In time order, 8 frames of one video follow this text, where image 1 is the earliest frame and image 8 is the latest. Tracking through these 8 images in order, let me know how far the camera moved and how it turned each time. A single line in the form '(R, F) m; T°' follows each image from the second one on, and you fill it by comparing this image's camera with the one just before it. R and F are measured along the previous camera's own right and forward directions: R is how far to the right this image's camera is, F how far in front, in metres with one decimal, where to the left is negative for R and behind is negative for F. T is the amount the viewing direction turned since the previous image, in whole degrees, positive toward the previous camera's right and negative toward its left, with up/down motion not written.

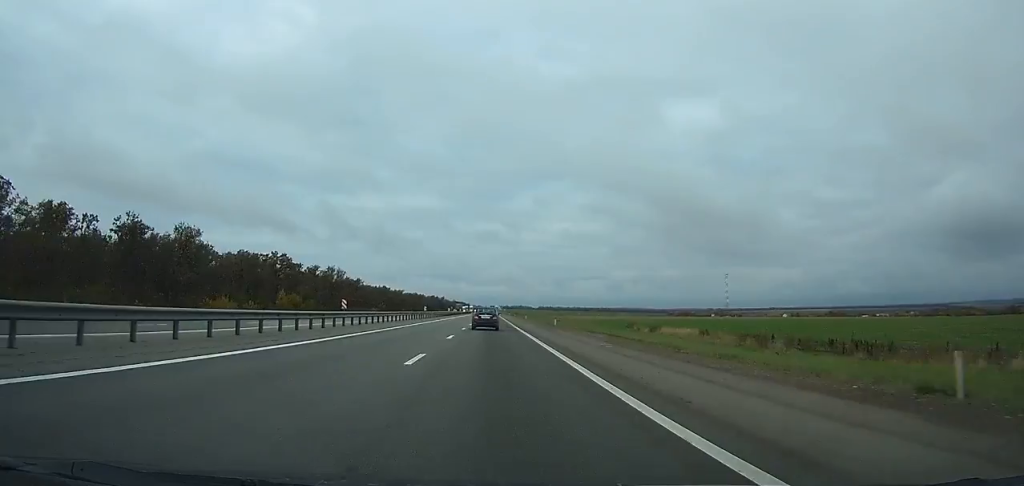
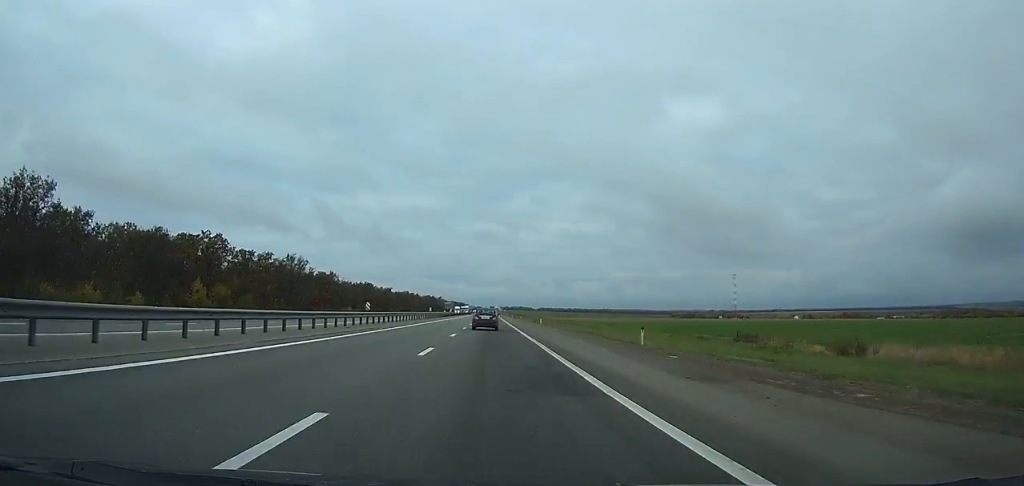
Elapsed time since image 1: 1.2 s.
(0.0, +32.3) m; 0°
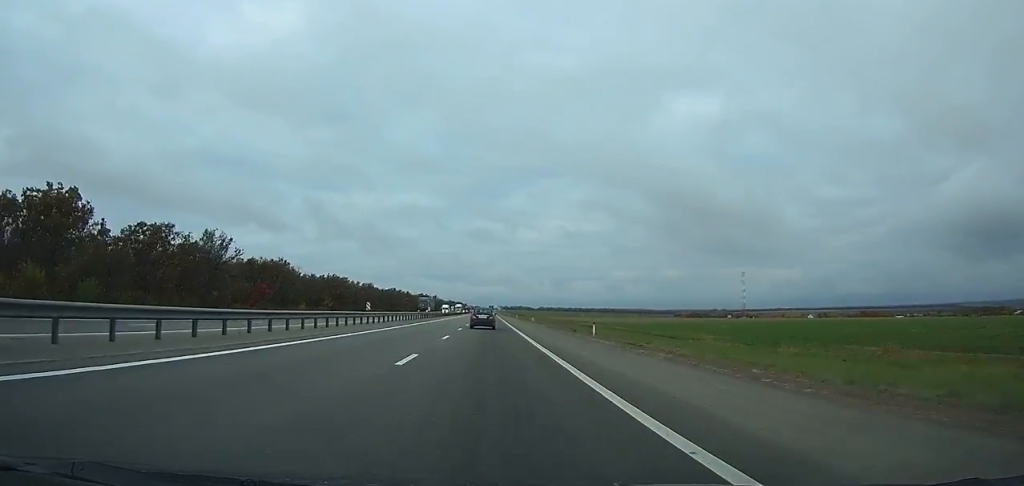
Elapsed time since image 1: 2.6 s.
(0.0, +37.6) m; 0°
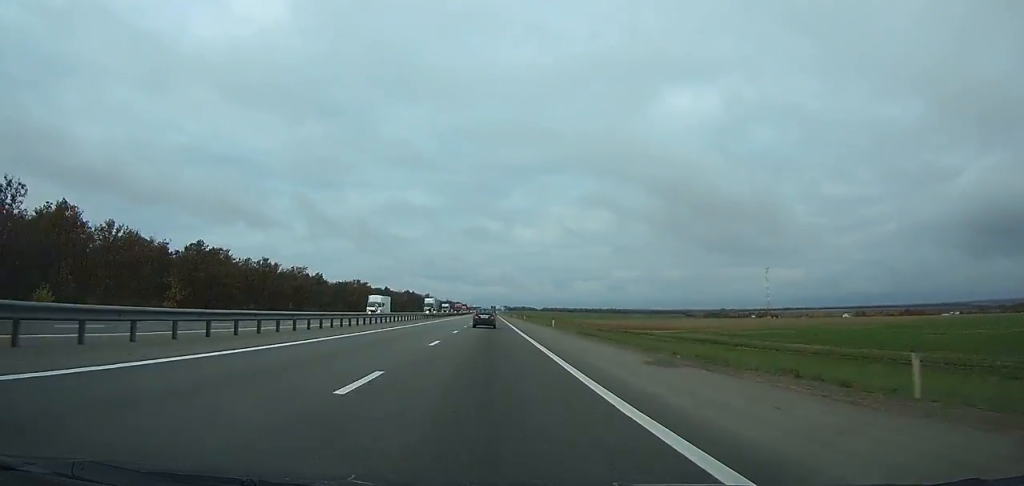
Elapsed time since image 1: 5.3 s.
(0.0, +73.3) m; 0°
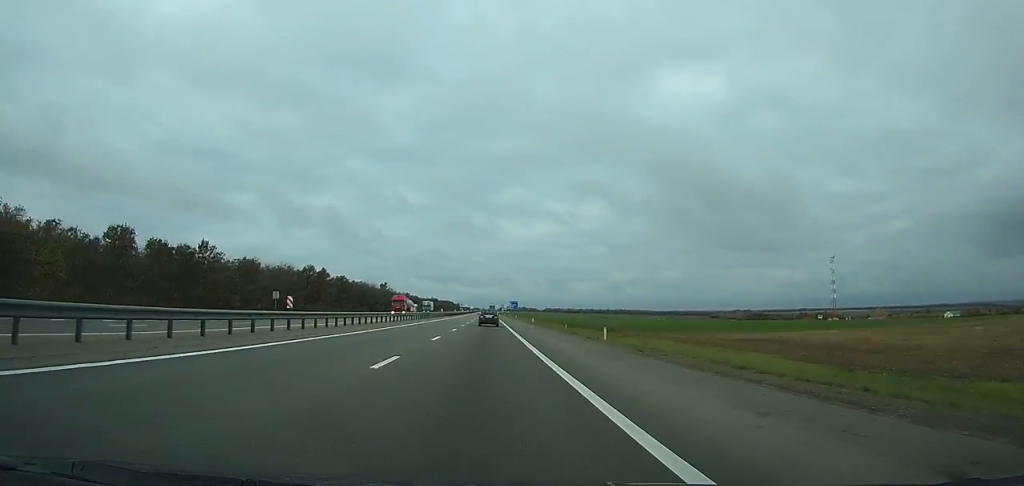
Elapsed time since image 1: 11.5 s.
(-0.1, +179.8) m; 0°
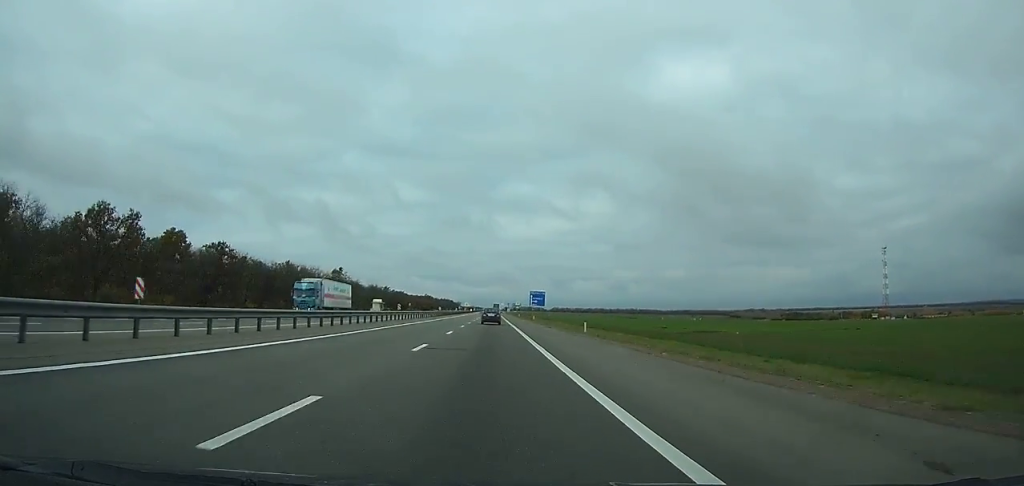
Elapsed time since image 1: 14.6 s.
(-0.2, +91.5) m; 0°
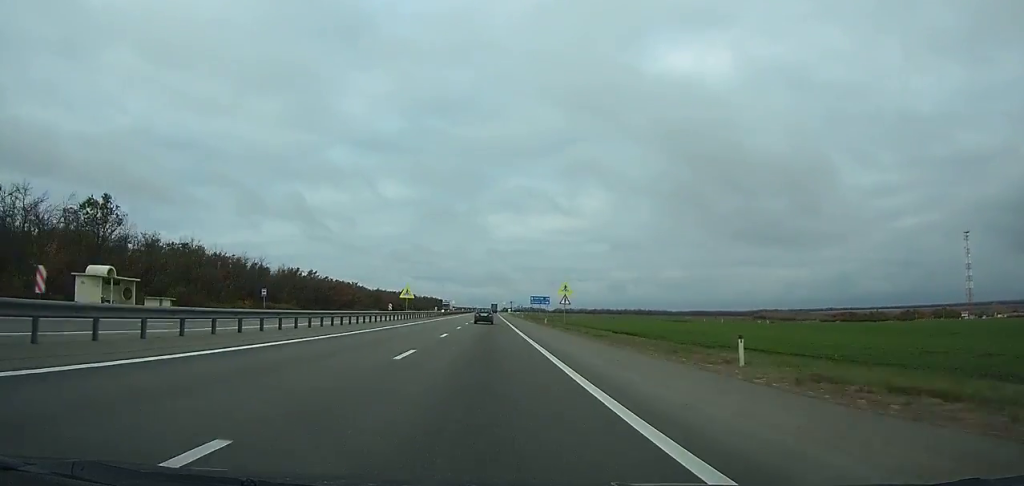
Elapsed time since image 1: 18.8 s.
(-0.4, +120.9) m; 0°
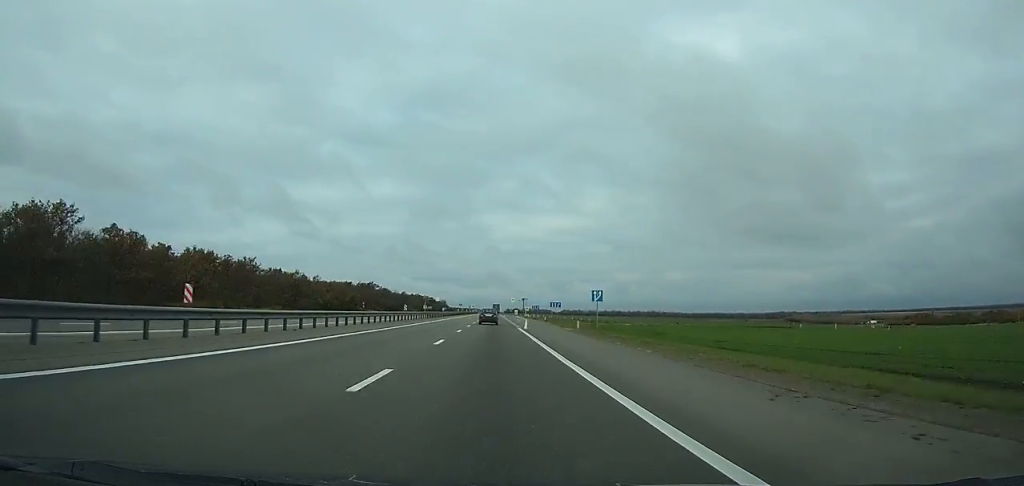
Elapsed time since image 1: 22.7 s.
(0.0, +112.0) m; 0°
